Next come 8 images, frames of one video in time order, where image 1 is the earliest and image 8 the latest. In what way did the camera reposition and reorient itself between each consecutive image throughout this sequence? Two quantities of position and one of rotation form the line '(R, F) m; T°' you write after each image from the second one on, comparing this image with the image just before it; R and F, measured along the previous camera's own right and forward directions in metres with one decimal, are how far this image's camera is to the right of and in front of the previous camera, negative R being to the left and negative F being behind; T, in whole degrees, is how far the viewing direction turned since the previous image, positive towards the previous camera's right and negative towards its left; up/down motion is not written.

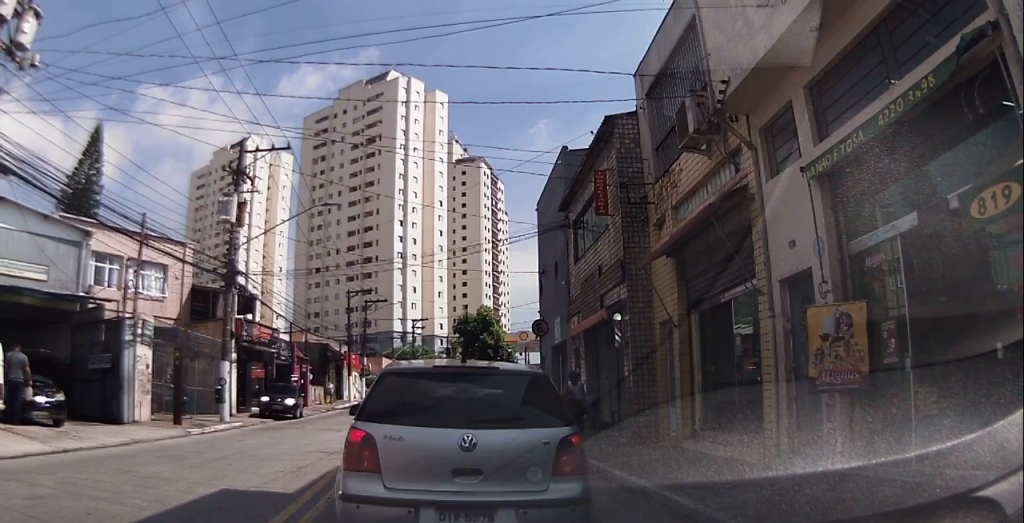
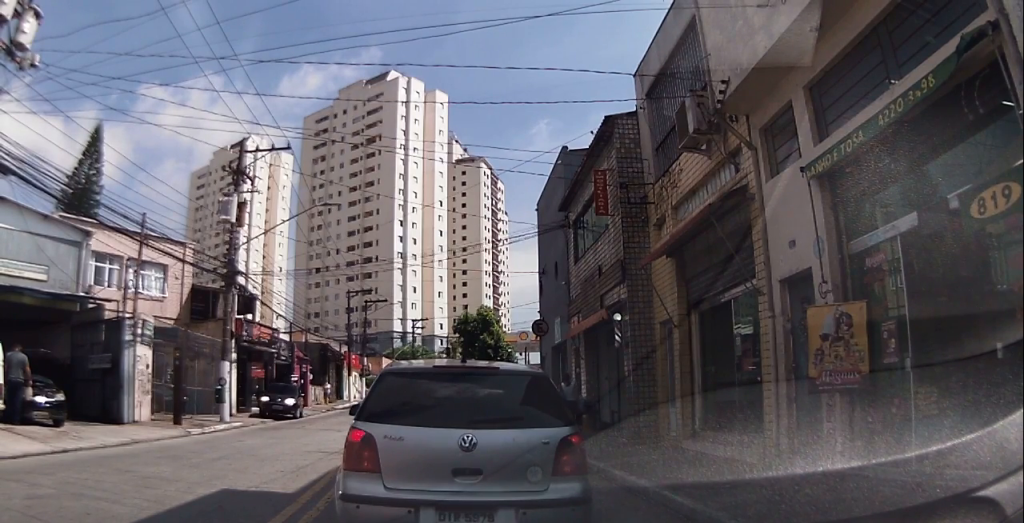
(0.0, 0.0) m; 0°
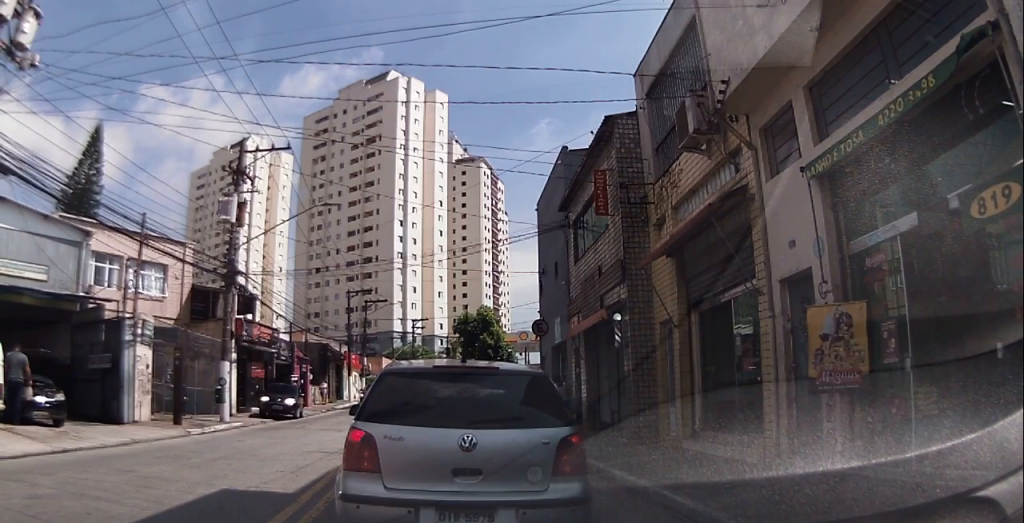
(0.0, 0.0) m; 0°
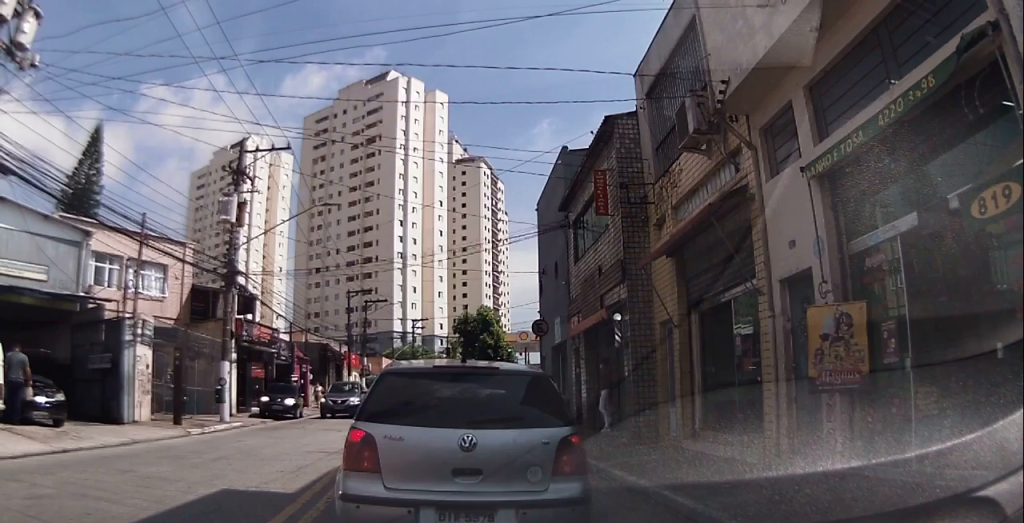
(0.0, 0.0) m; 0°
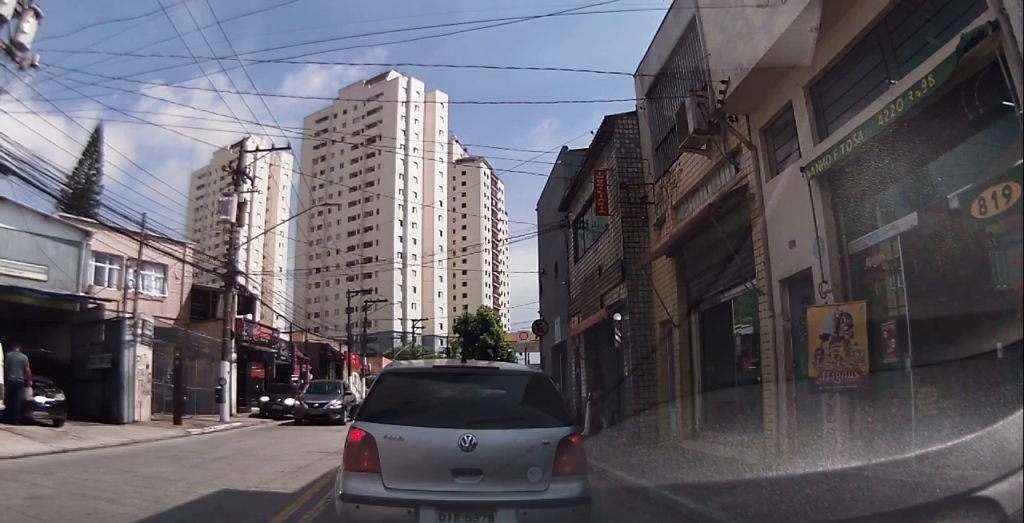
(0.0, 0.0) m; 0°
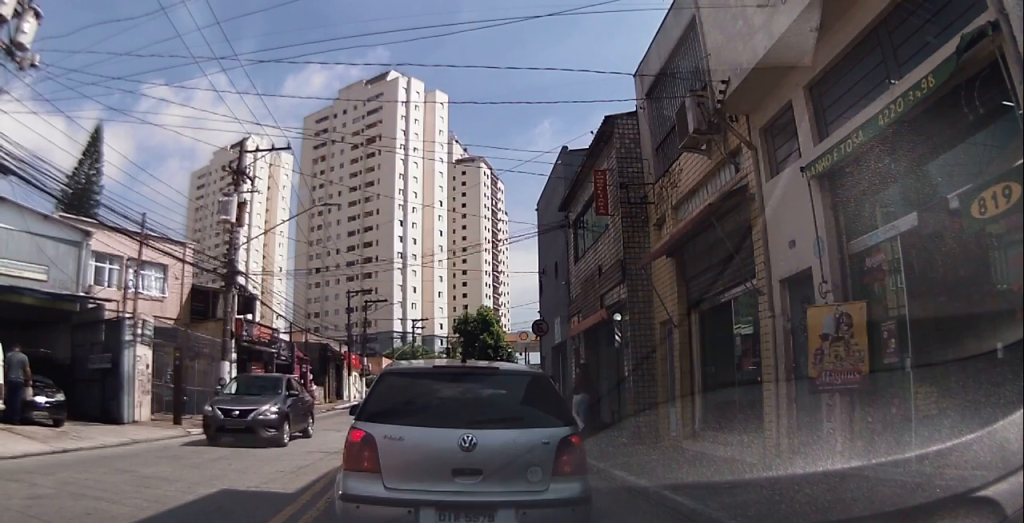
(0.0, 0.0) m; 0°
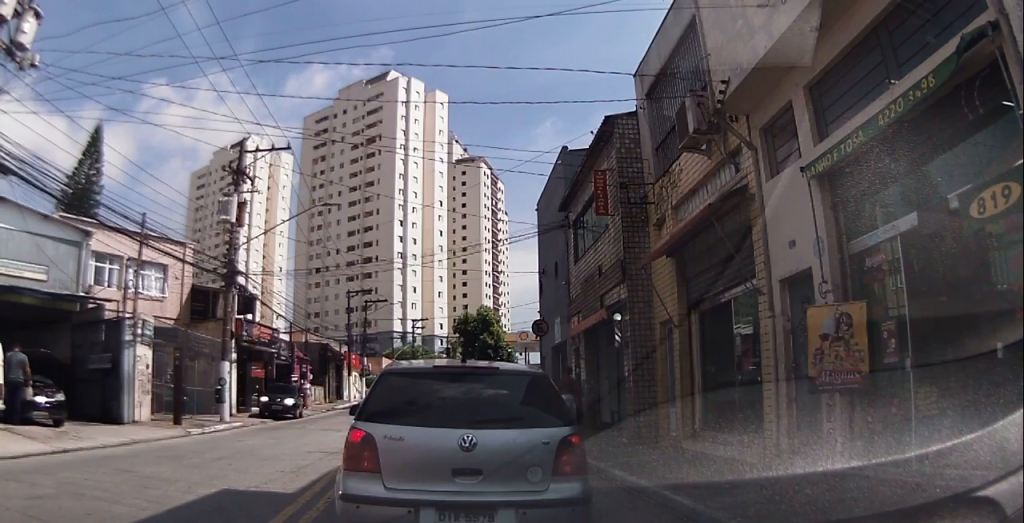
(0.0, 0.0) m; 0°
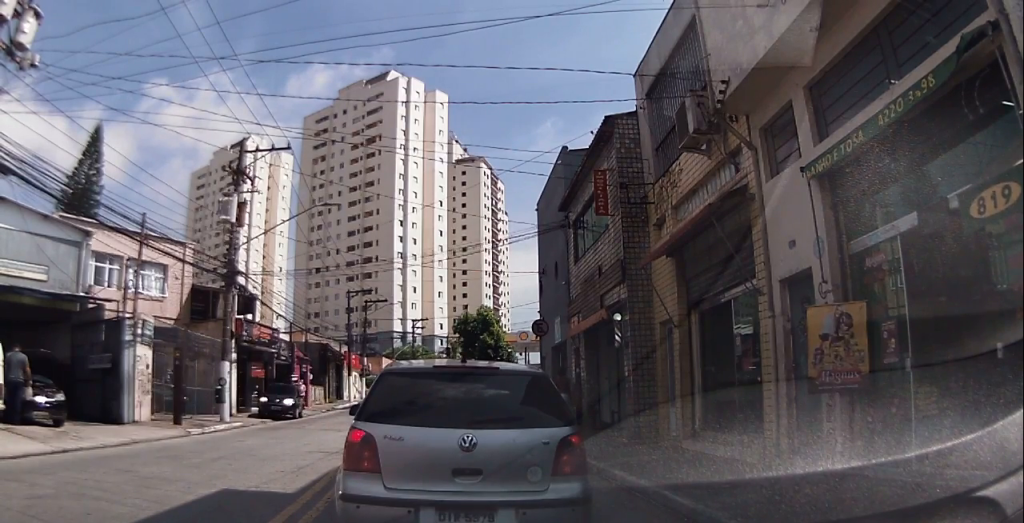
(0.0, 0.0) m; 0°
